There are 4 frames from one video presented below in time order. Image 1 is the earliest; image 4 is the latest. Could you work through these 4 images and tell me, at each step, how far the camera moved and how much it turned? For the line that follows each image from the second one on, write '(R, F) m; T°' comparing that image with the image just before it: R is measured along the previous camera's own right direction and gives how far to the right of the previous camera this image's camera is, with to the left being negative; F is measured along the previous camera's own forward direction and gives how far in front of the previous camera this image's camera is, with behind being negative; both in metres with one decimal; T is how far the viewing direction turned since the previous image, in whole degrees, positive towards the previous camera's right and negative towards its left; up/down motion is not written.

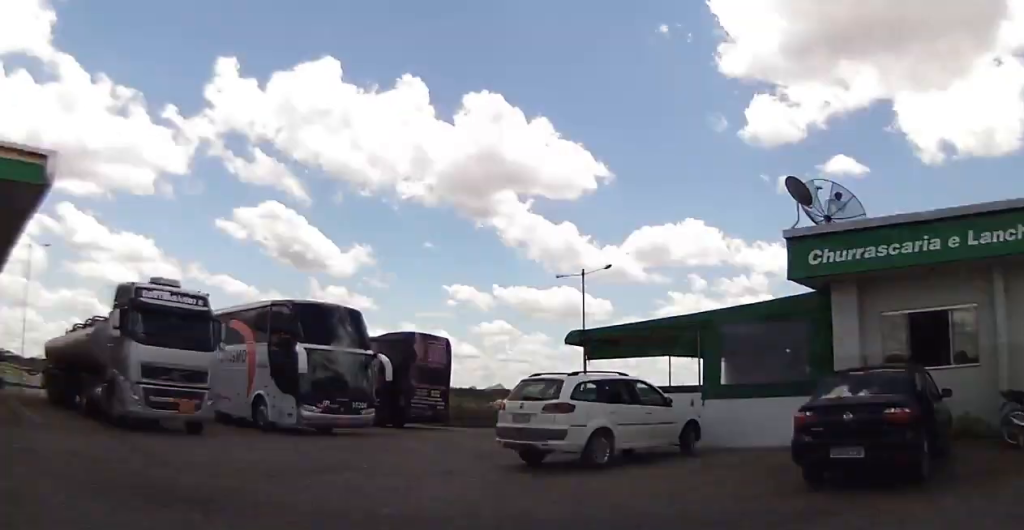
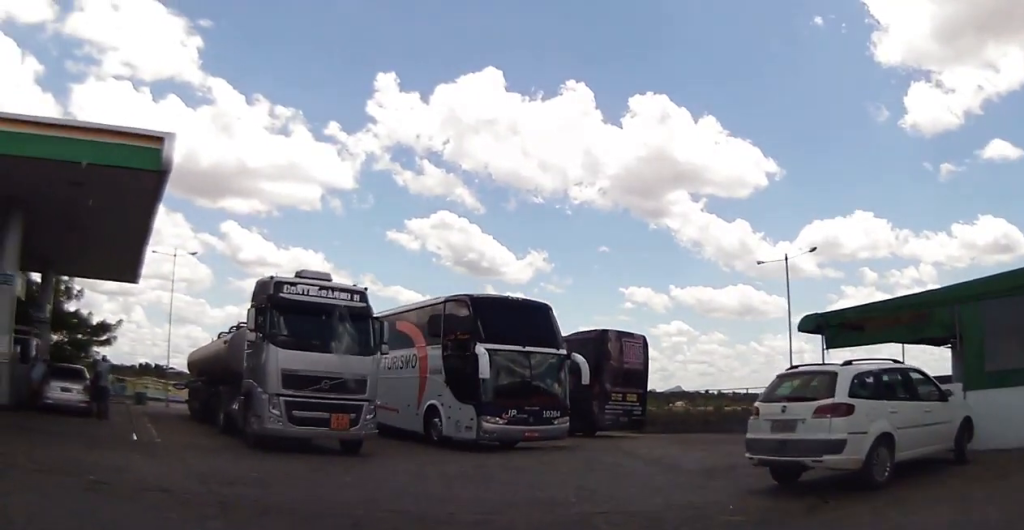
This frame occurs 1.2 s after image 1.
(0.0, +2.6) m; -14°
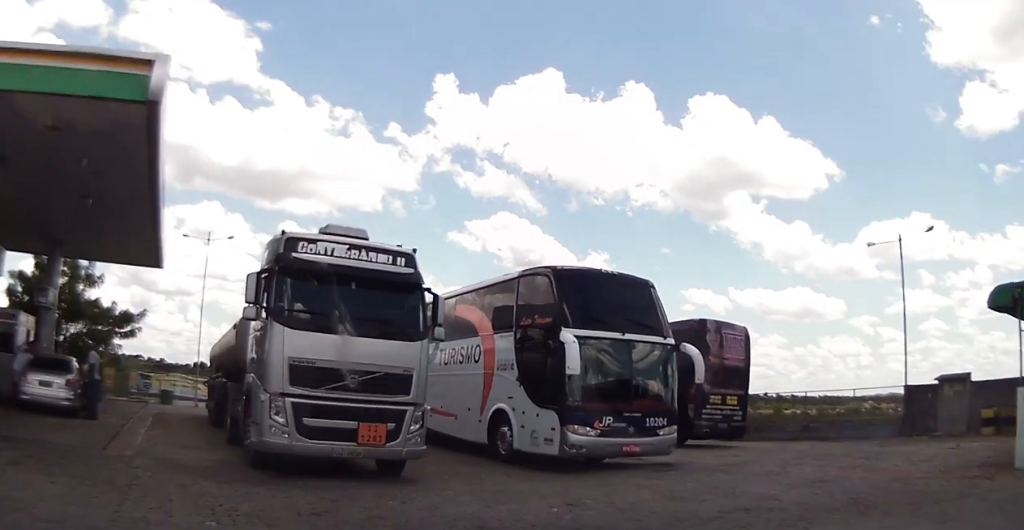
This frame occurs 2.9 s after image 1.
(-0.3, +3.6) m; -5°
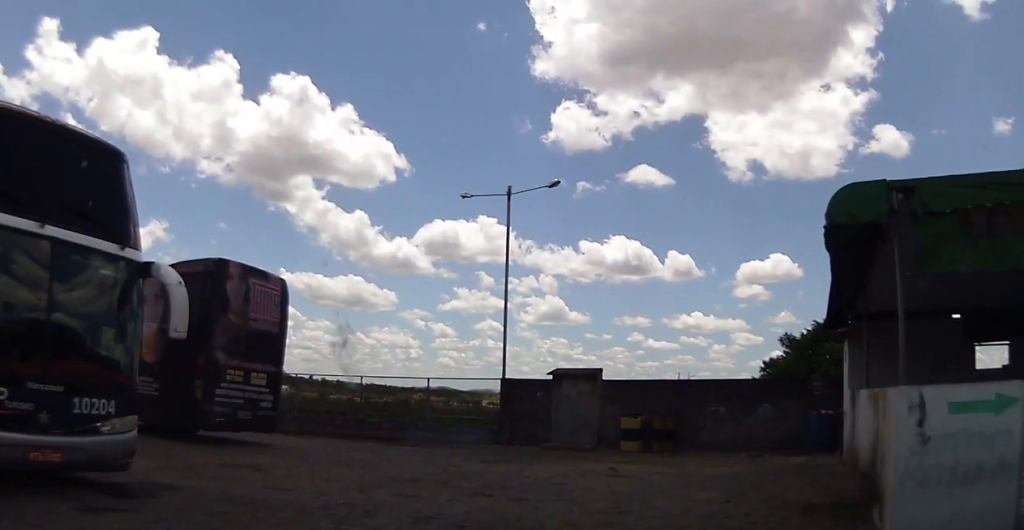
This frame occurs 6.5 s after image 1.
(+1.3, +4.5) m; +38°
